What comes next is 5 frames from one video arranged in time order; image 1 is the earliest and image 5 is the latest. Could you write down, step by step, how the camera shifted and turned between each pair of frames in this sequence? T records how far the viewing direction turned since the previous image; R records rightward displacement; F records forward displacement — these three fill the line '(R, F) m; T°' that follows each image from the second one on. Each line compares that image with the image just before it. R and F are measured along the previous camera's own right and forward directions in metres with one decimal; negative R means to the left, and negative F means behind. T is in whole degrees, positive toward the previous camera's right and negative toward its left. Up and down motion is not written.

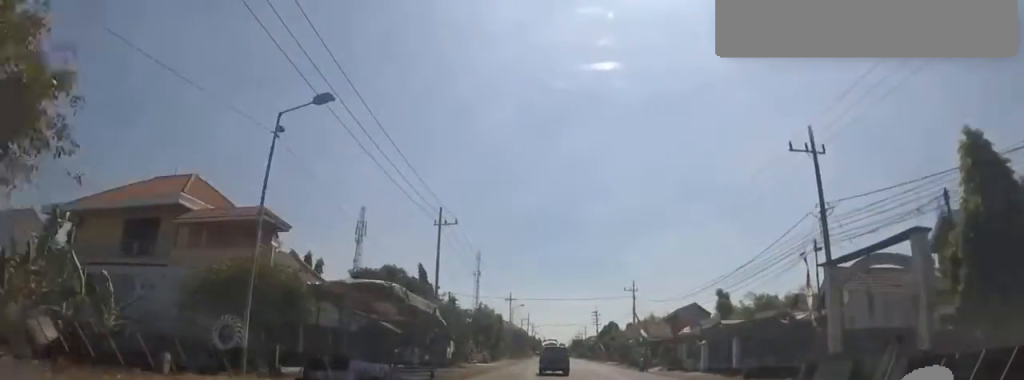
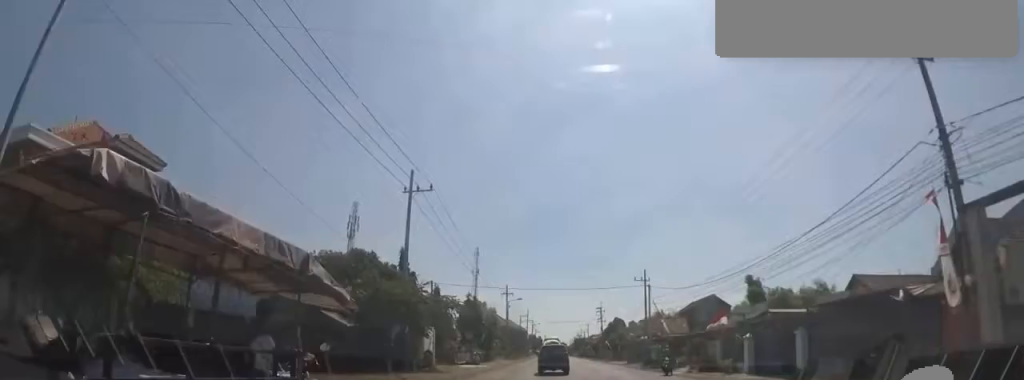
(-0.2, +7.9) m; +1°
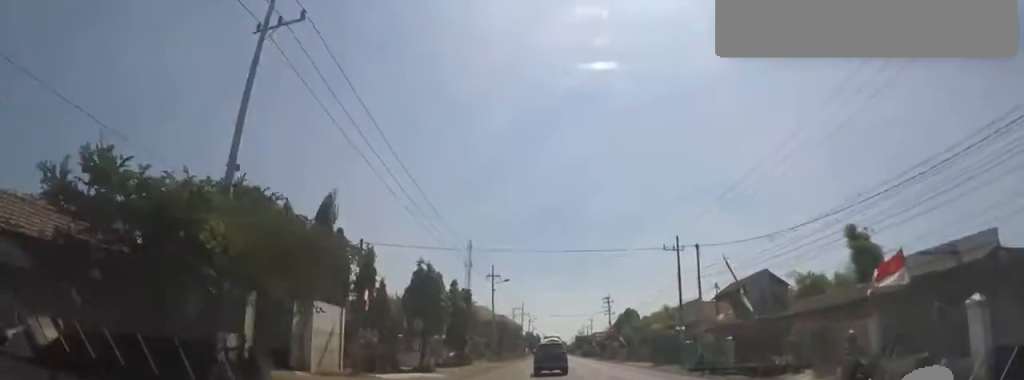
(+0.5, +15.9) m; +4°
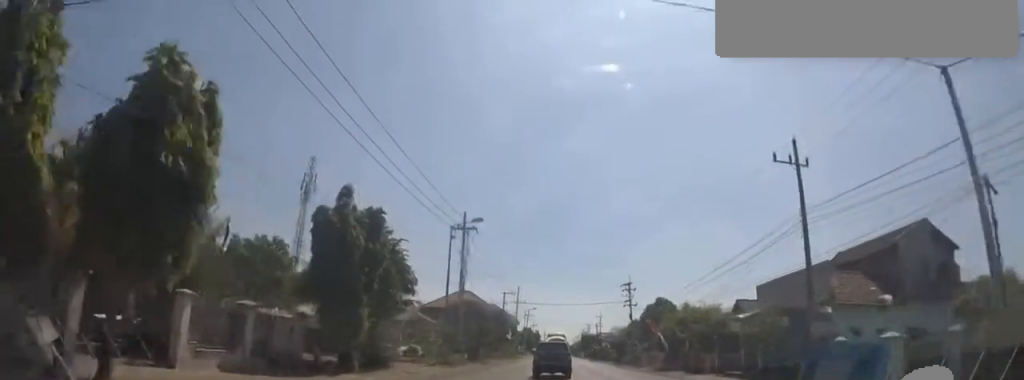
(+0.1, +20.6) m; -2°
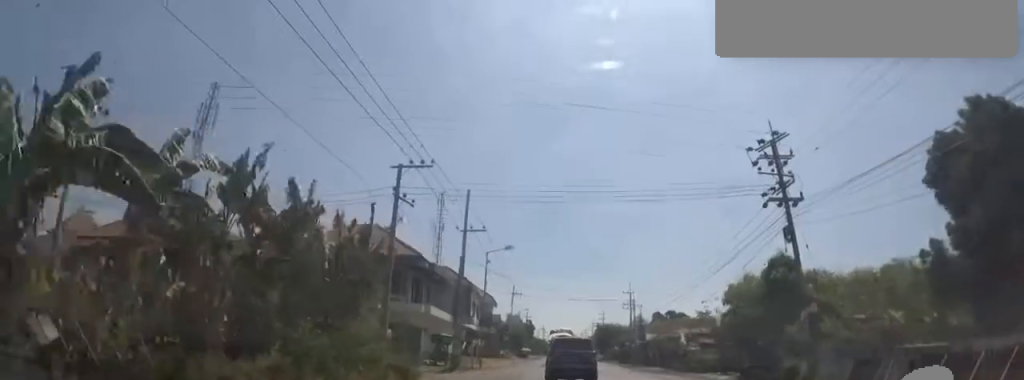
(+0.8, +44.0) m; +1°
